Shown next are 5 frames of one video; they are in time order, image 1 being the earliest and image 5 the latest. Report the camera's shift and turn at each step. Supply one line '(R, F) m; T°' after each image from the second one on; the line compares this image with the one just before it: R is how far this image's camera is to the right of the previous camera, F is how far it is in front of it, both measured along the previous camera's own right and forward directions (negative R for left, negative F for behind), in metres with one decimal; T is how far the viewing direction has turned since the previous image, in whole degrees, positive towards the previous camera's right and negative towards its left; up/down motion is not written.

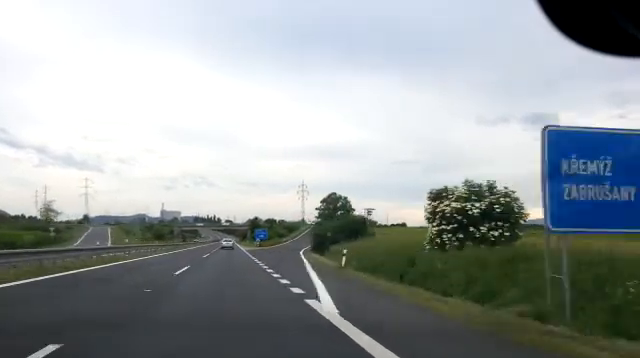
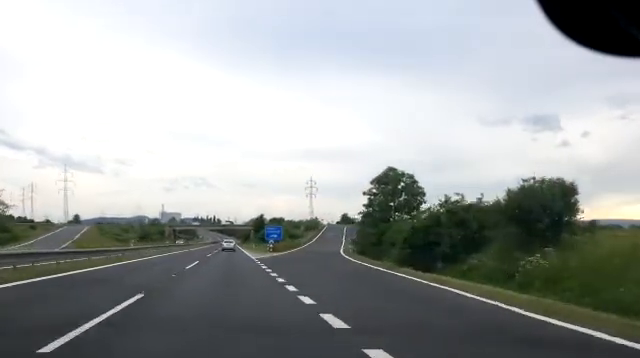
(-0.4, +30.5) m; -1°
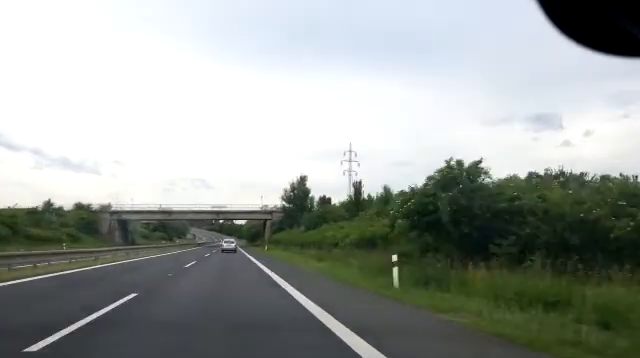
(+0.6, +90.8) m; 0°
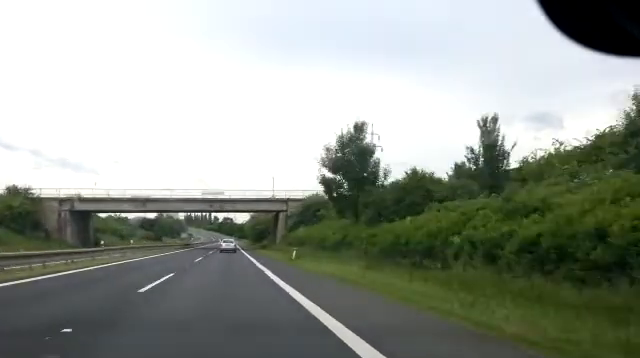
(+0.1, +29.1) m; 0°
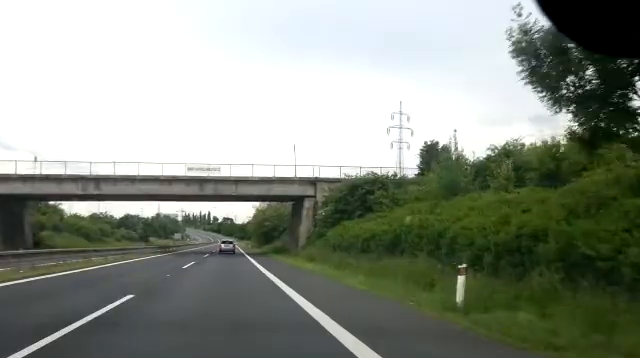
(+0.1, +25.7) m; 0°
